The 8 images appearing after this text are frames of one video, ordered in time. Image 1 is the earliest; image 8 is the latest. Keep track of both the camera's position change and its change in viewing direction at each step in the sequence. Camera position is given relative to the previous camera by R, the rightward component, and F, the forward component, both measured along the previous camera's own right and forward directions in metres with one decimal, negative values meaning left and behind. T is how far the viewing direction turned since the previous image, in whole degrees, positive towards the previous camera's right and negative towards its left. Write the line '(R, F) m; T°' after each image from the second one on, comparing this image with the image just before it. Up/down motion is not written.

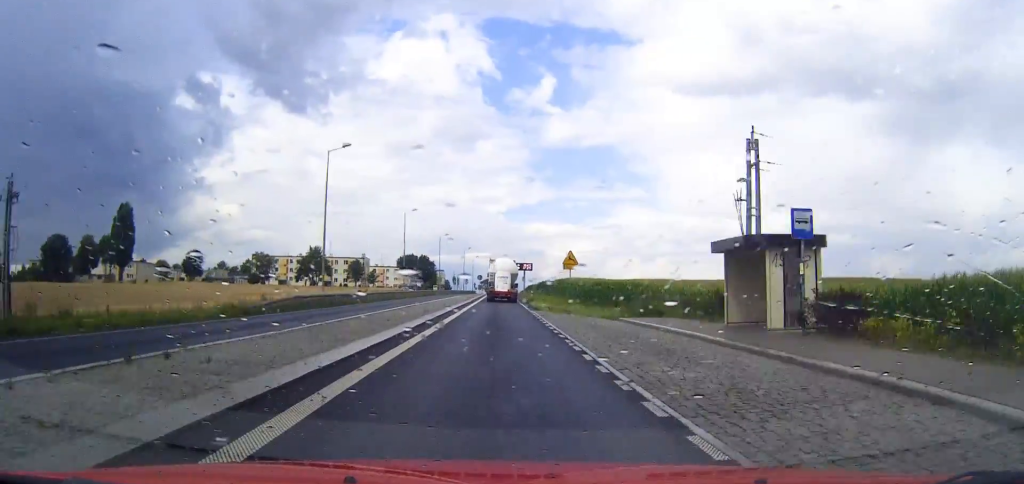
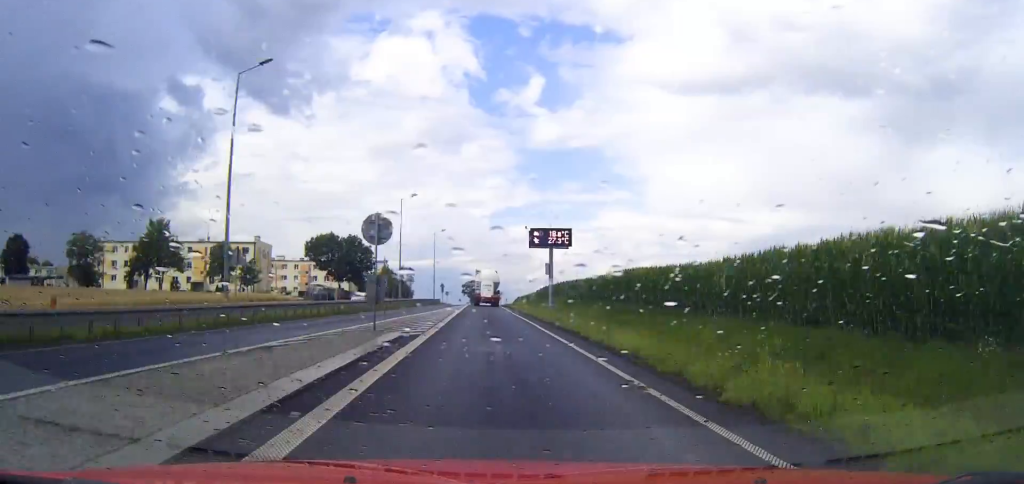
(+0.7, +95.3) m; 0°
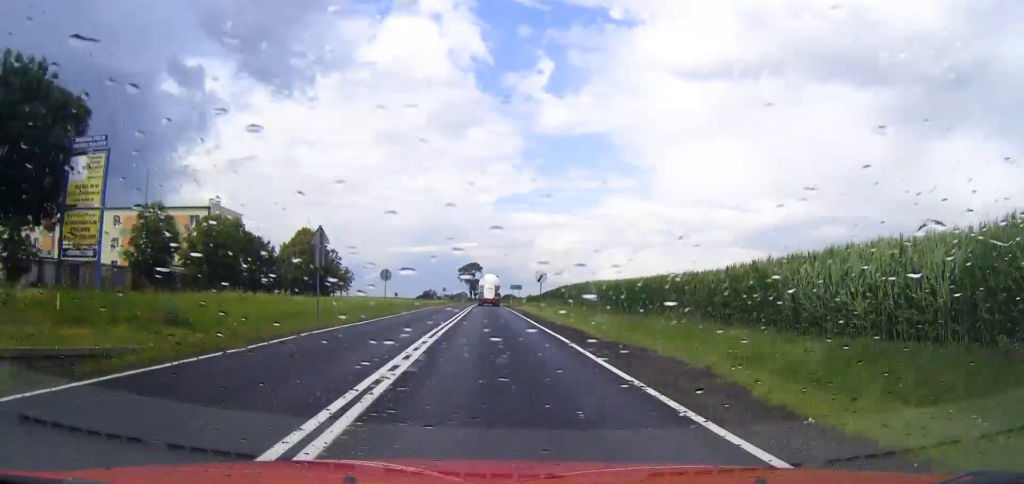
(-0.1, +97.9) m; 0°
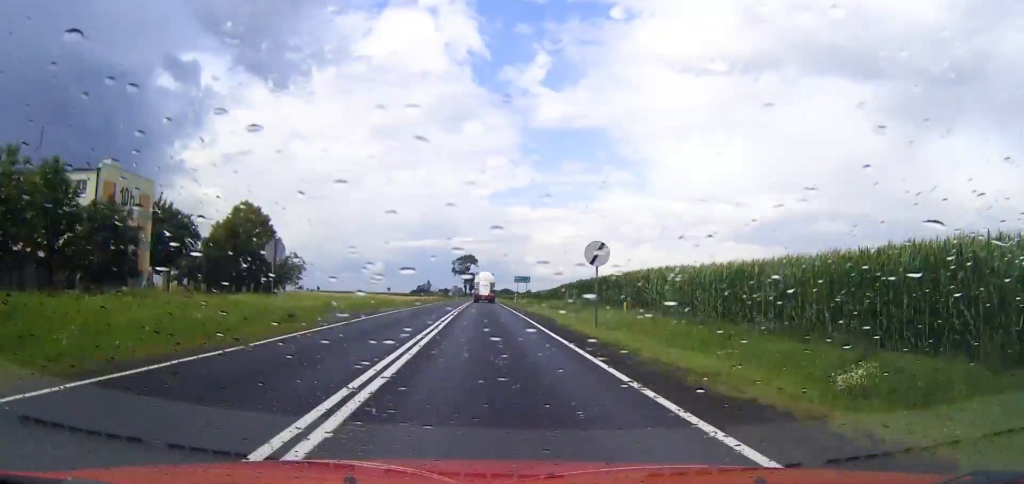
(+0.1, +28.1) m; 0°
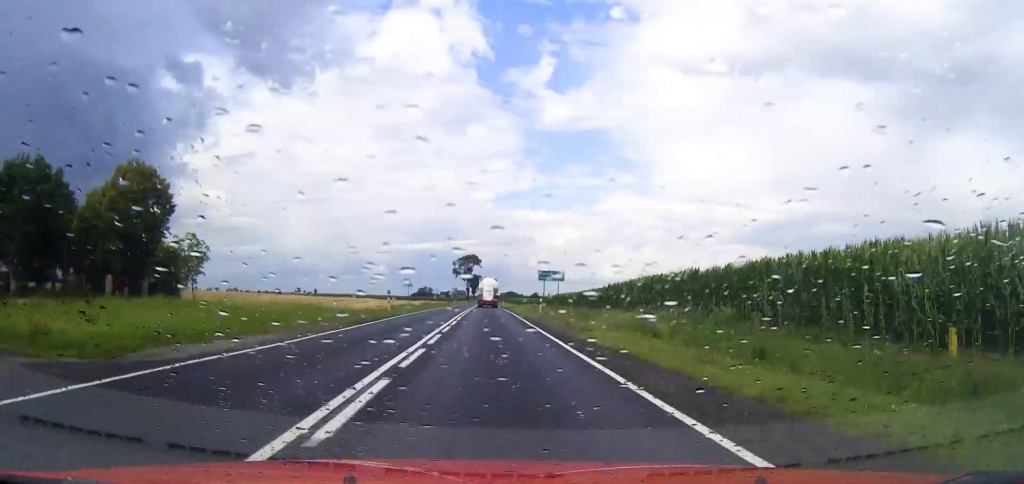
(0.0, +30.6) m; 0°
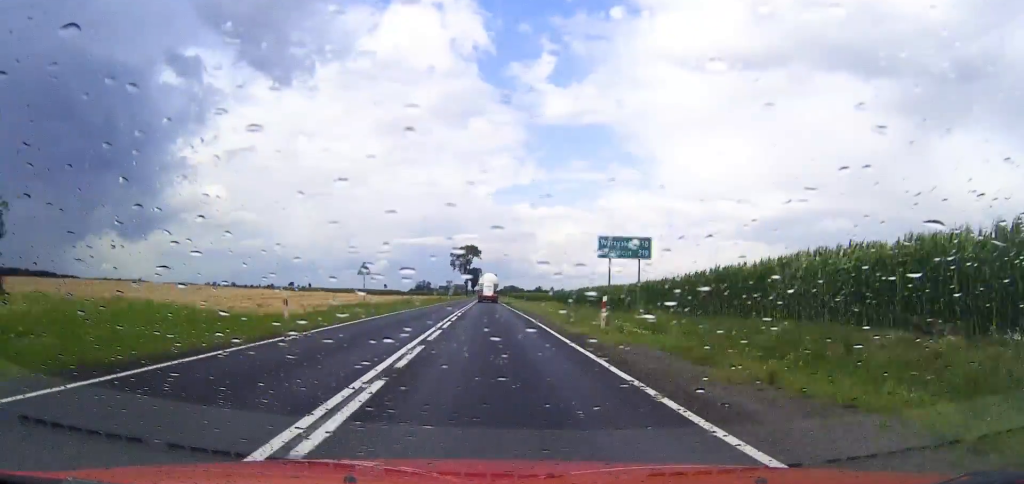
(0.0, +25.5) m; 0°
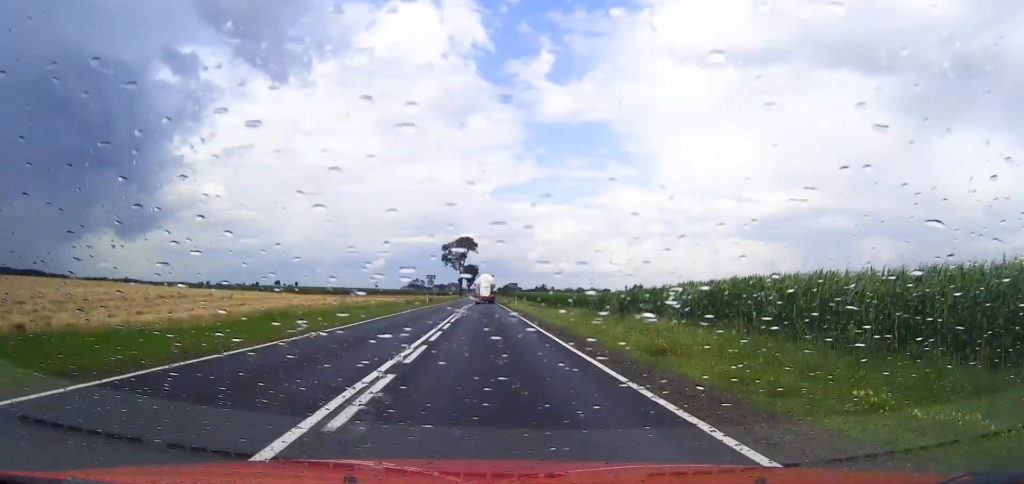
(0.0, +40.9) m; 0°
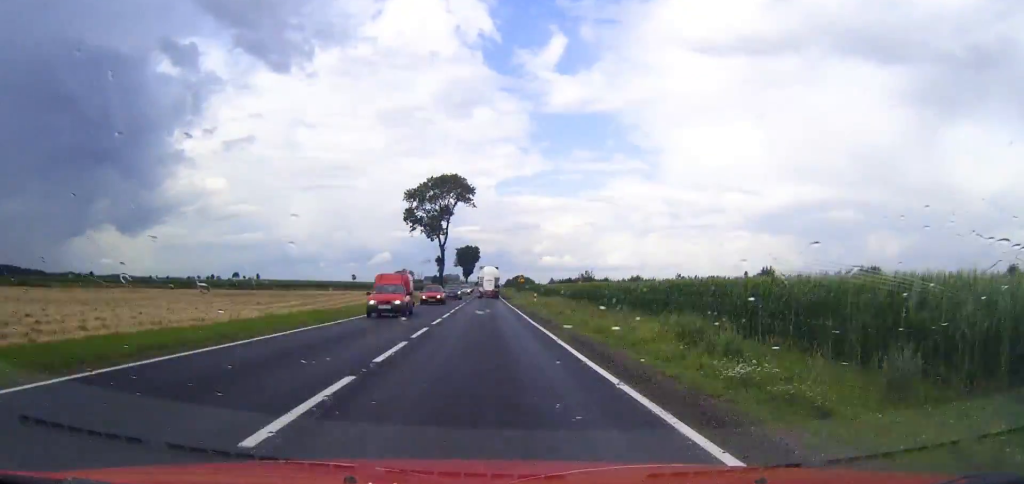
(-0.2, +127.4) m; 0°
